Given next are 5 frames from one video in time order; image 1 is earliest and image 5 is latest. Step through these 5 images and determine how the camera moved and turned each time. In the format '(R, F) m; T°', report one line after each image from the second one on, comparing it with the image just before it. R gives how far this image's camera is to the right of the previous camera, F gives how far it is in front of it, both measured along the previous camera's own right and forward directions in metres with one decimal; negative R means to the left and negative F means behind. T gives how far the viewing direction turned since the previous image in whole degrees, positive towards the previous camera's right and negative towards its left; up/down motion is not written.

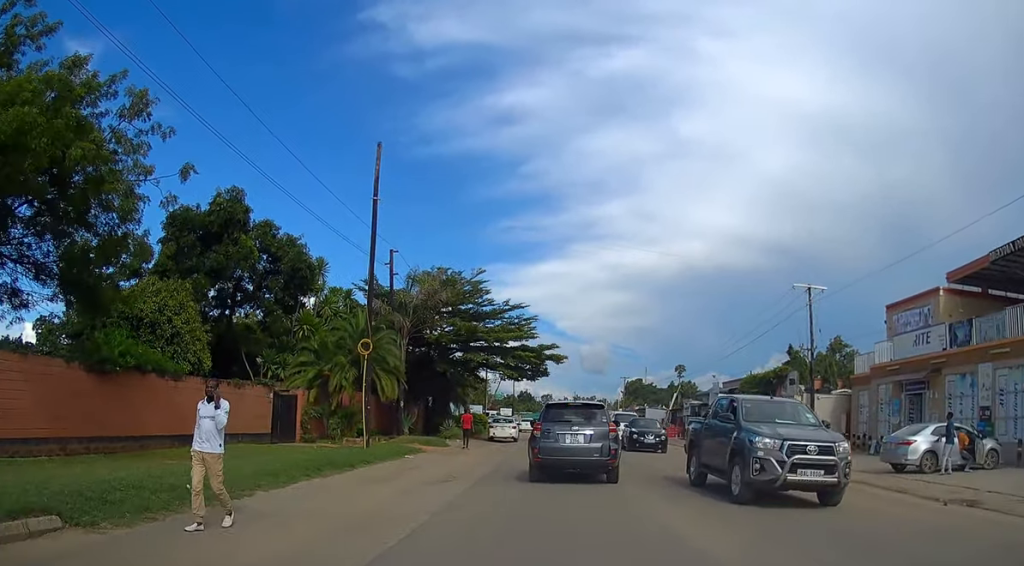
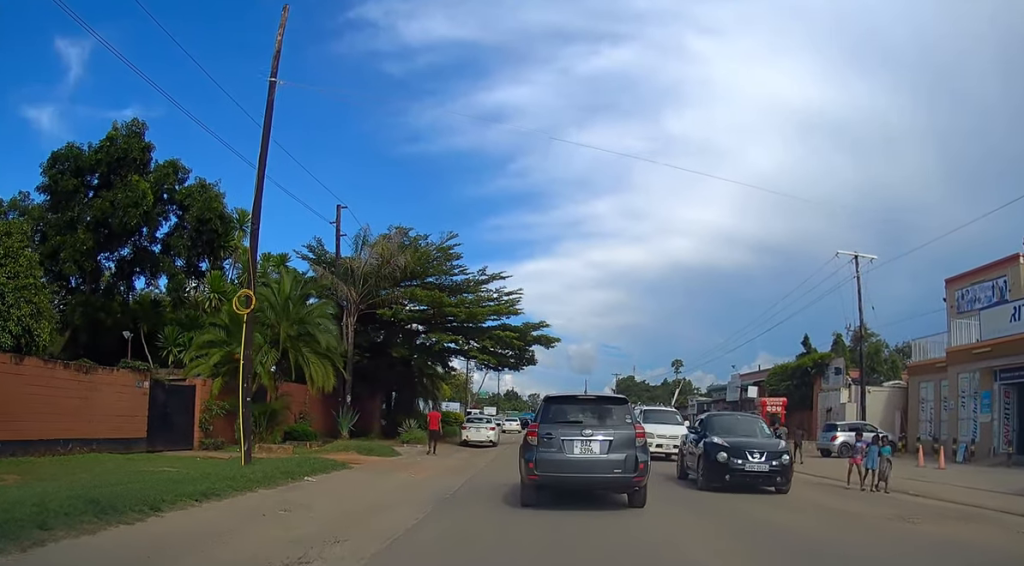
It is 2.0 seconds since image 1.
(0.0, +8.2) m; 0°
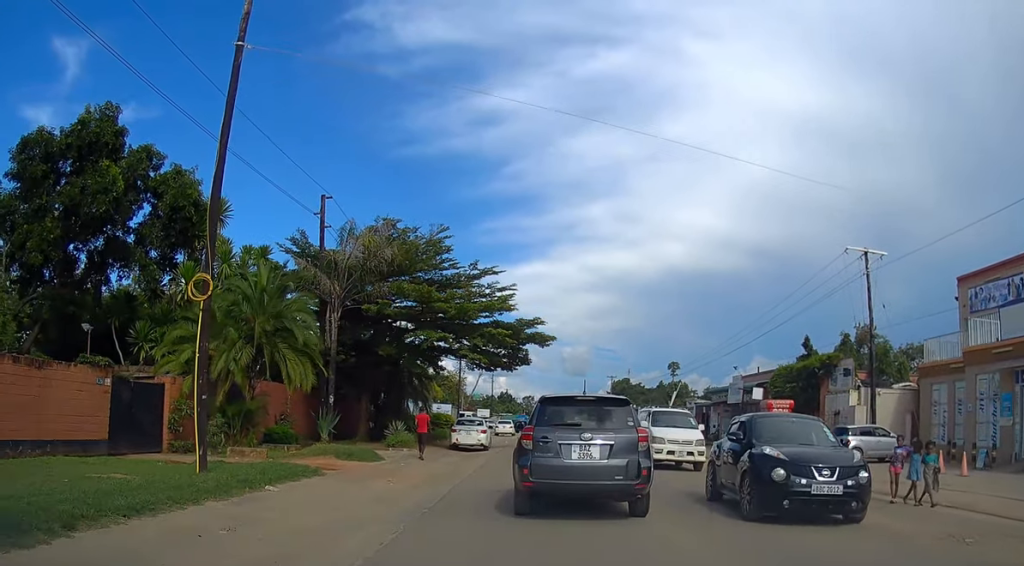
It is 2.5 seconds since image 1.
(0.0, +1.7) m; +1°
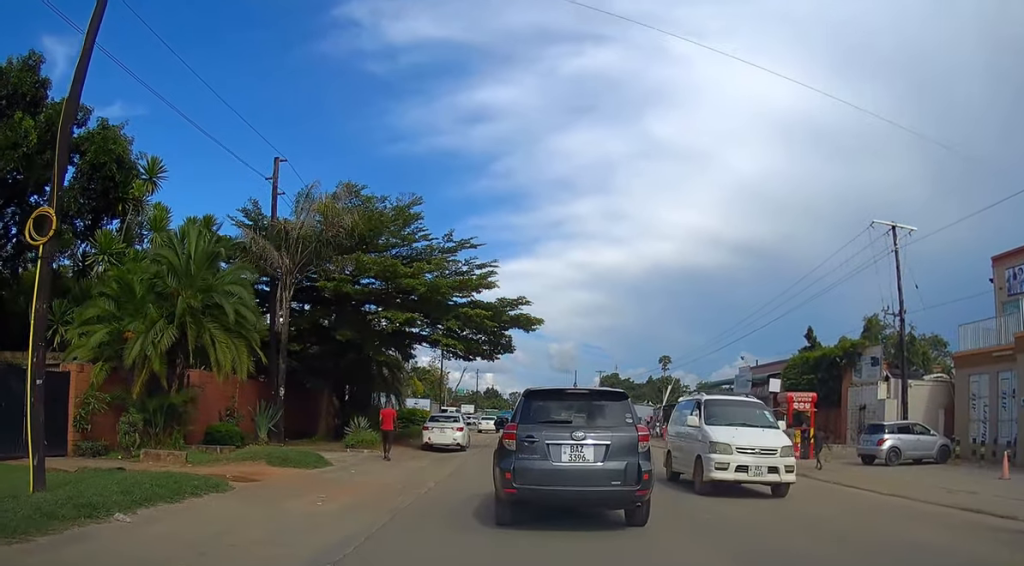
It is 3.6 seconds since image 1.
(+0.1, +4.1) m; +2°
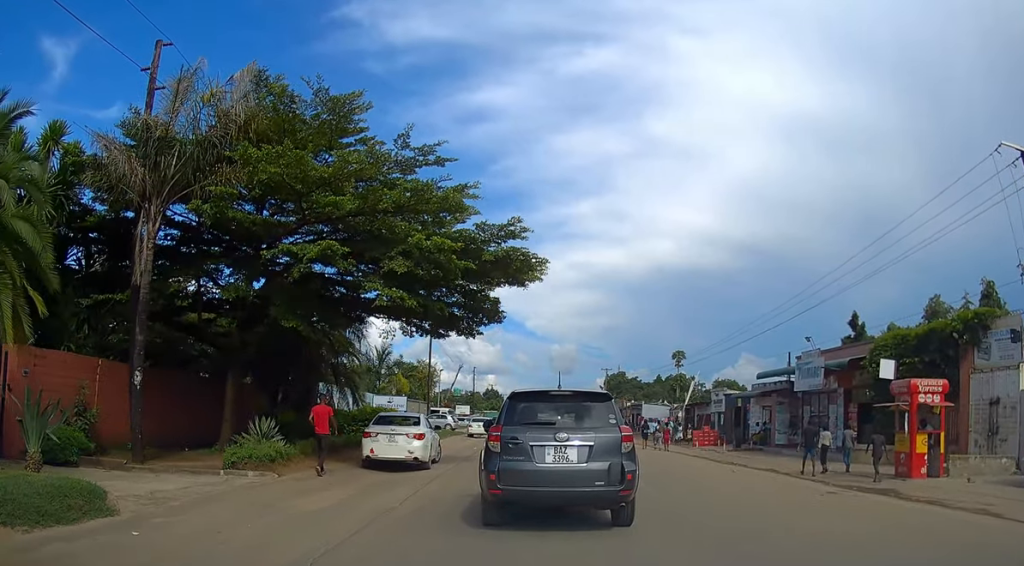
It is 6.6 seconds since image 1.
(+0.1, +9.7) m; +3°
